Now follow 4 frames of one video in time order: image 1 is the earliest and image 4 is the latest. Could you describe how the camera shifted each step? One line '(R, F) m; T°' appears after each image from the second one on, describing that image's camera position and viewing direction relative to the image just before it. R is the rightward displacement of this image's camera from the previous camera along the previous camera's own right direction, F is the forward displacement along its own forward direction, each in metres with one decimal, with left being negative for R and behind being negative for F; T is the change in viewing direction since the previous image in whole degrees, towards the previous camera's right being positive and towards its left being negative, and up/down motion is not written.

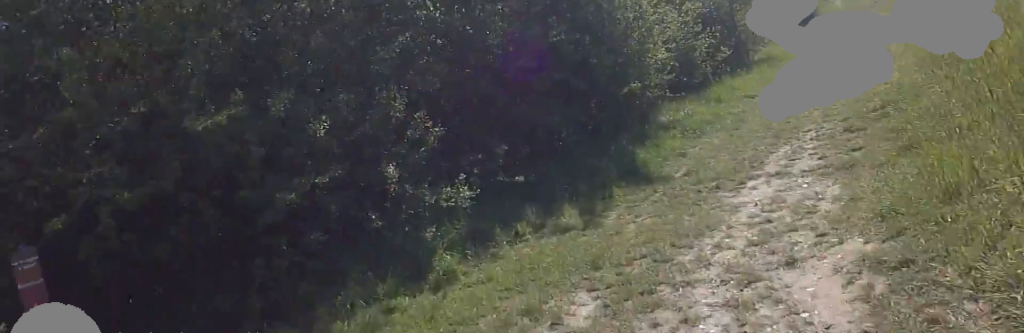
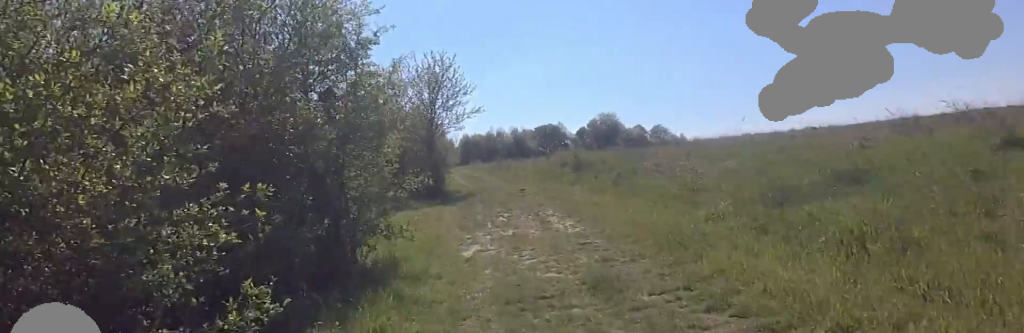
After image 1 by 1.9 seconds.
(+3.7, +6.9) m; +36°
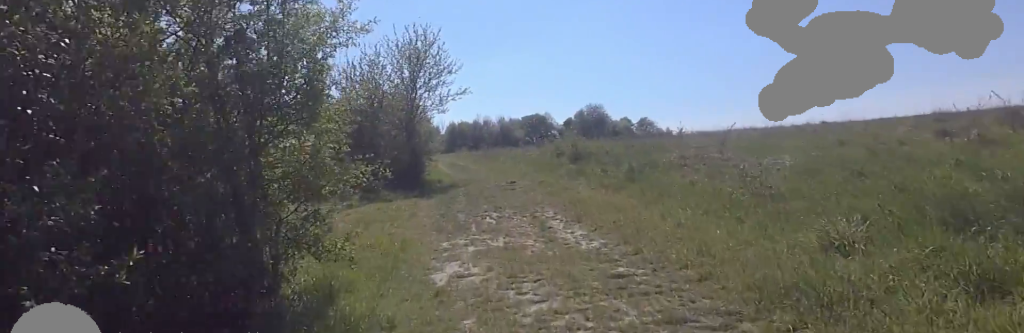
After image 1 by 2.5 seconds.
(+0.2, +2.3) m; -2°
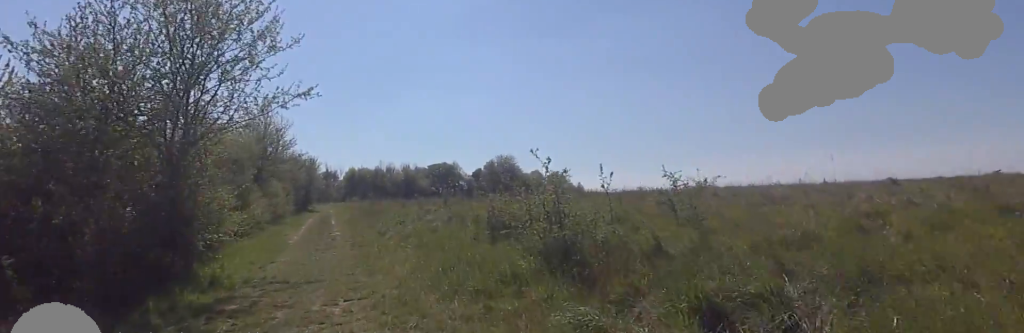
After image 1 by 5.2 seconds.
(-1.1, +9.4) m; -1°
